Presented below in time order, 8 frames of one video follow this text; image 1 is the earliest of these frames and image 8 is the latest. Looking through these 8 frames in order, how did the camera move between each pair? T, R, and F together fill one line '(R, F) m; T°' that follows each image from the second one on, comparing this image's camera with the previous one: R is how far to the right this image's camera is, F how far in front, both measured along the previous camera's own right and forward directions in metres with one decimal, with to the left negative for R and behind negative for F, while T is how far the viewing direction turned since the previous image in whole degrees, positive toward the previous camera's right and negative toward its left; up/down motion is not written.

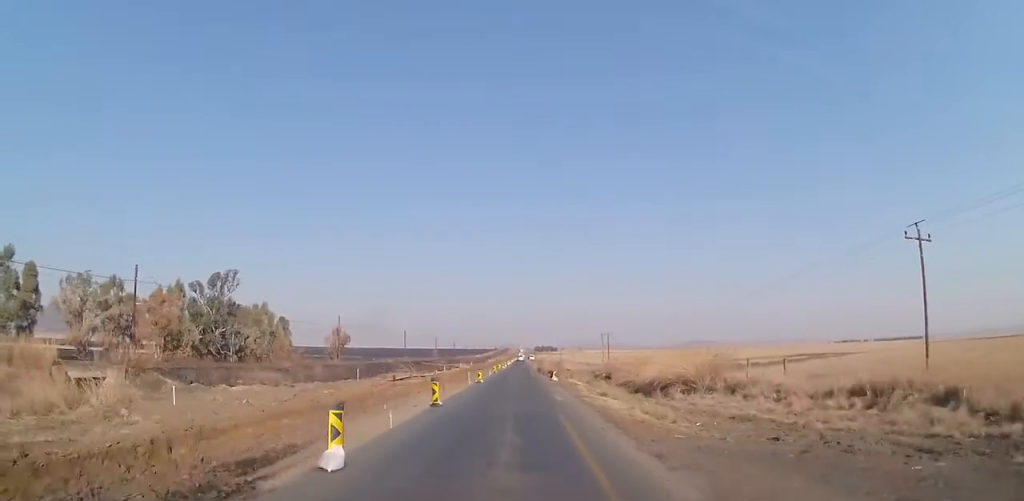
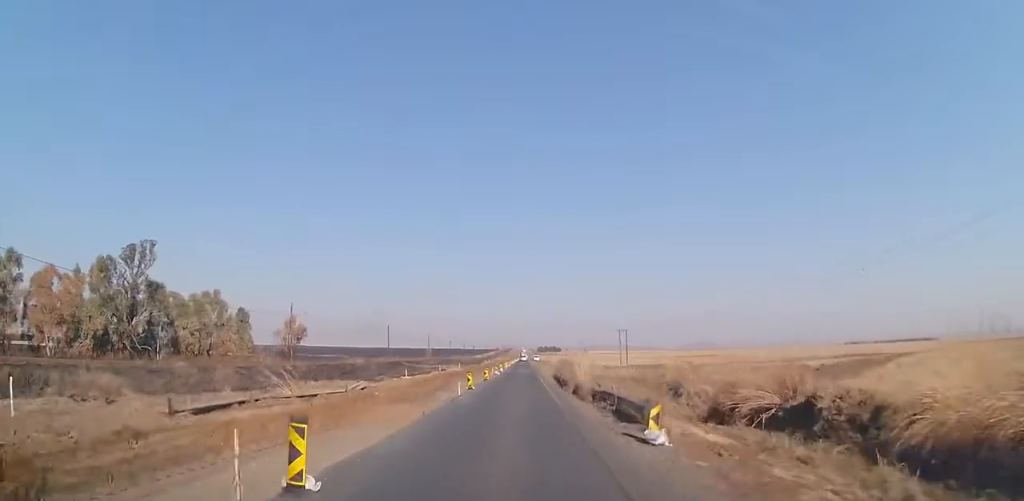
(0.0, +25.7) m; 0°
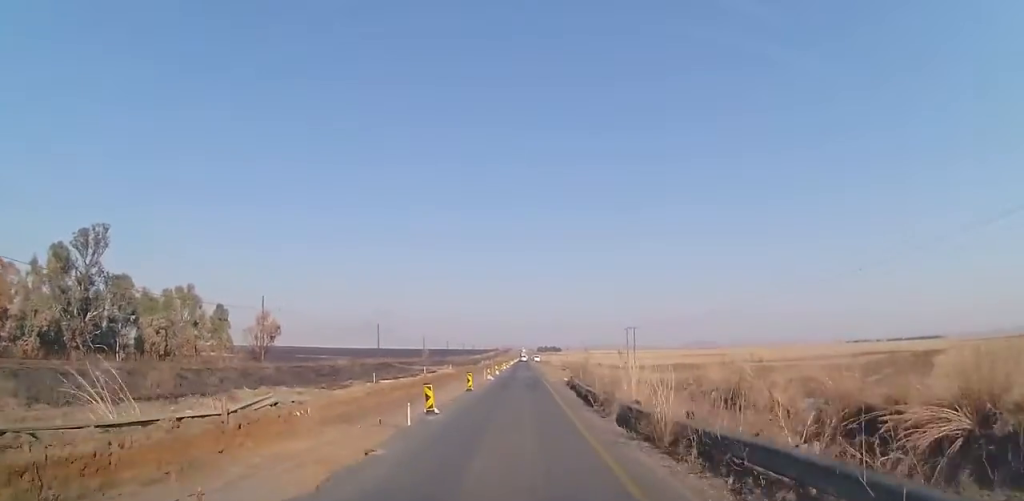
(0.0, +10.0) m; 0°
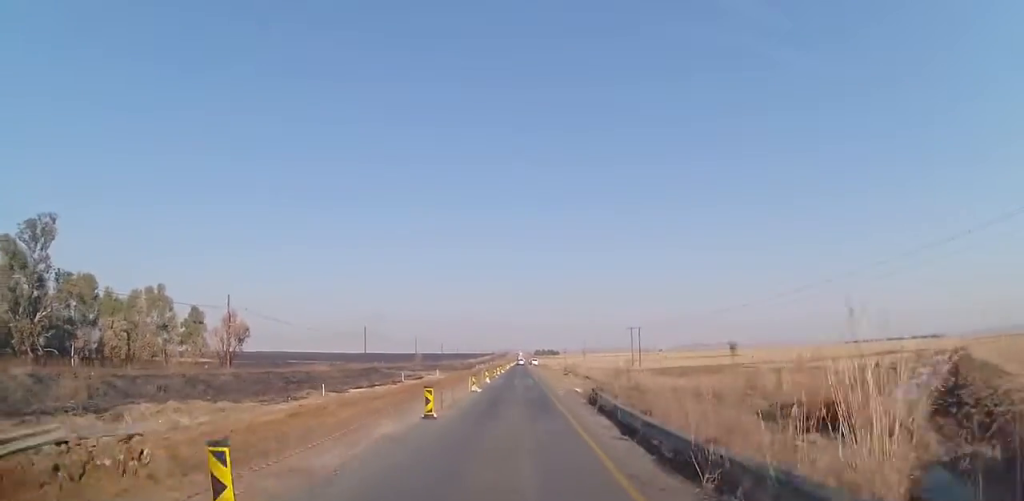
(0.0, +8.9) m; 0°
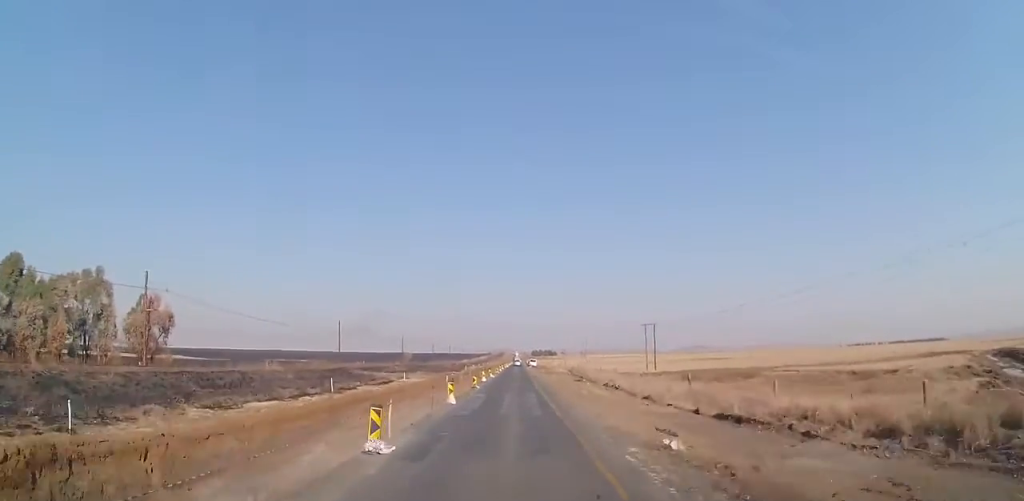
(+0.1, +16.5) m; +1°
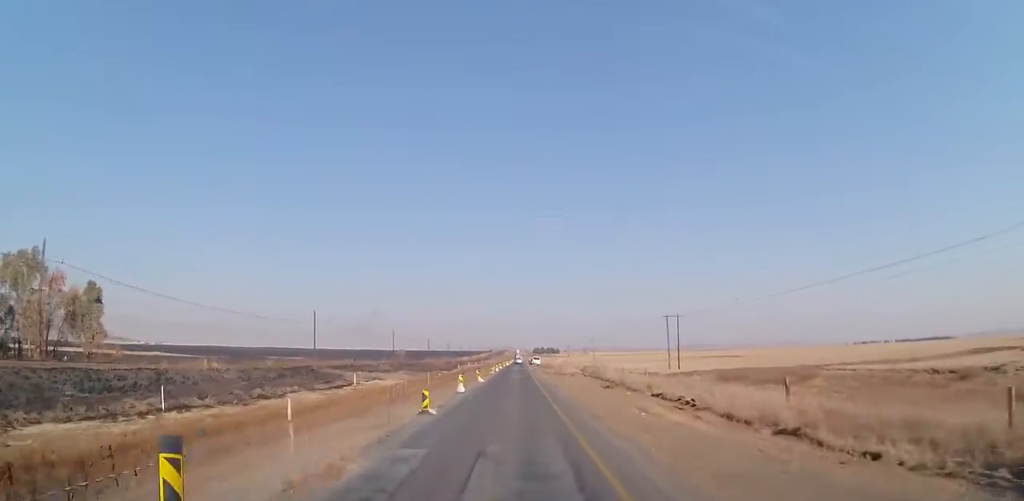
(+0.1, +14.7) m; 0°
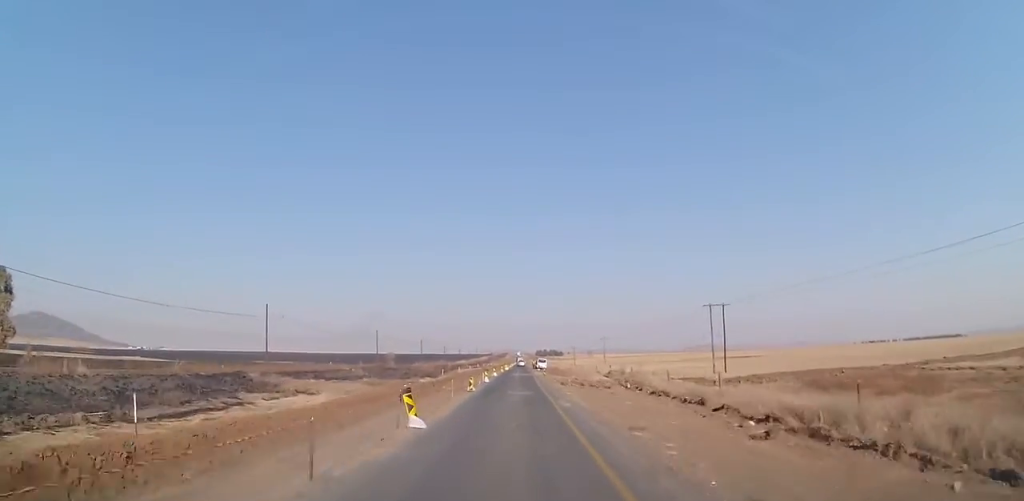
(-0.1, +20.9) m; 0°
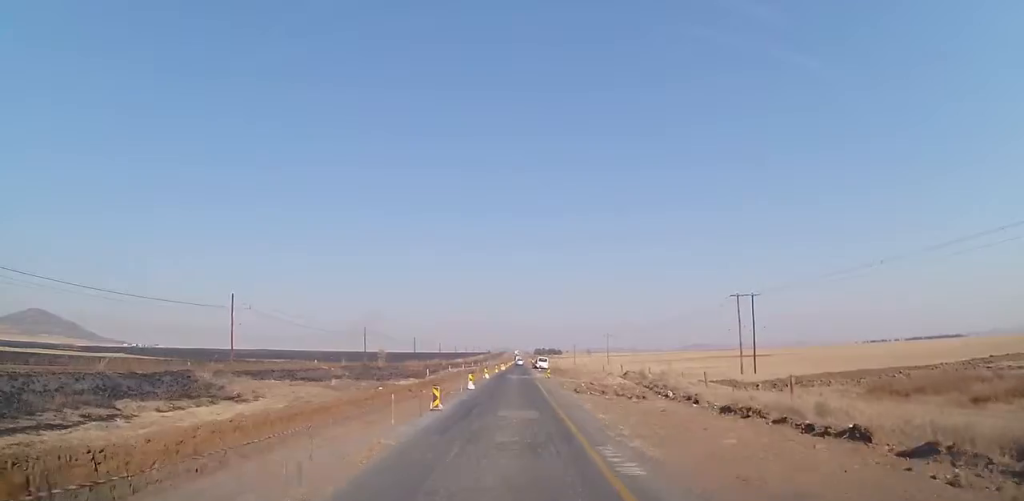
(0.0, +10.6) m; 0°
